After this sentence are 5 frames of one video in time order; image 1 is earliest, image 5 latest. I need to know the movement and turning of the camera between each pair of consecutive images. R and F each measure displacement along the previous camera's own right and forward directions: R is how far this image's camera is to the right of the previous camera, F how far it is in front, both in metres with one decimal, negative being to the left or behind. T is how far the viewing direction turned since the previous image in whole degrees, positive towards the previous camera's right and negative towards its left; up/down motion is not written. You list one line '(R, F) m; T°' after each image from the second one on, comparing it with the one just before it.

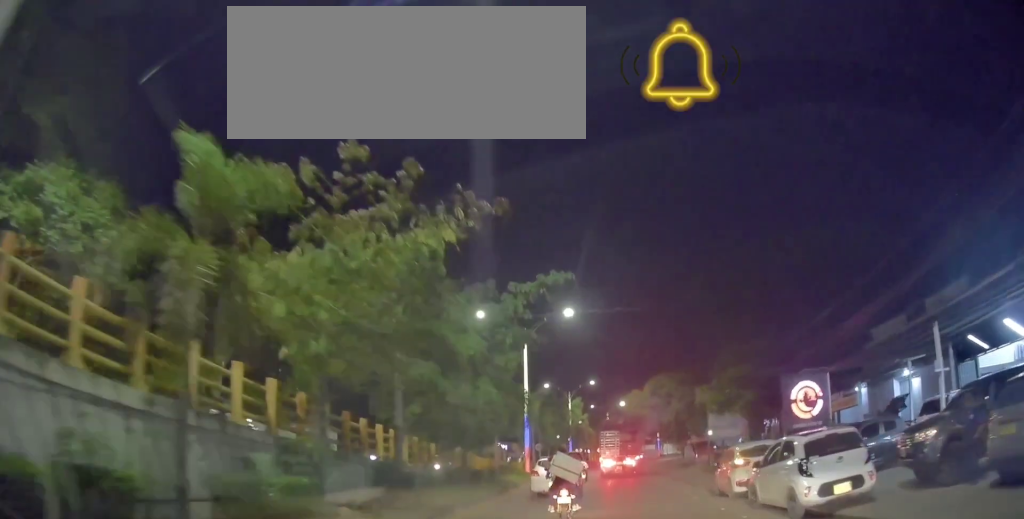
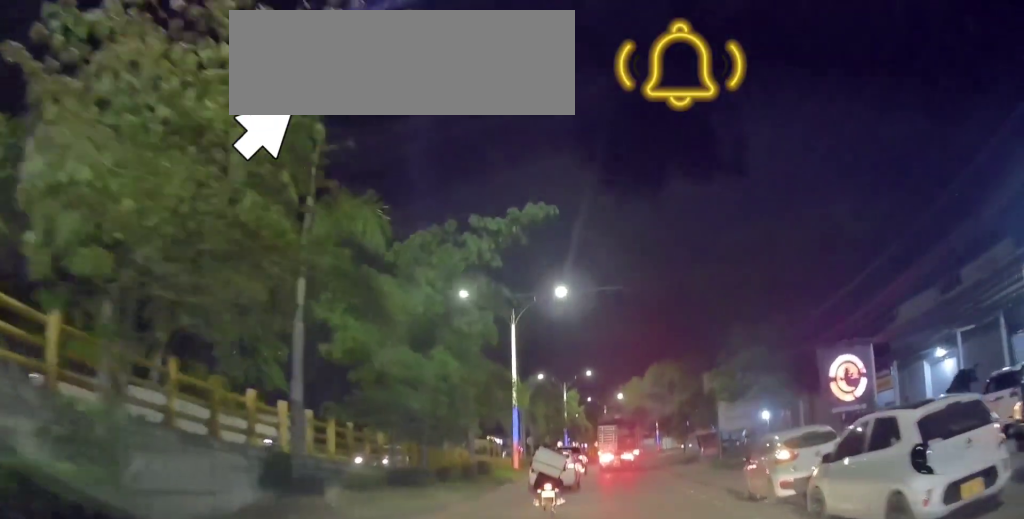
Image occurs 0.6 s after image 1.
(+0.6, +4.1) m; +3°
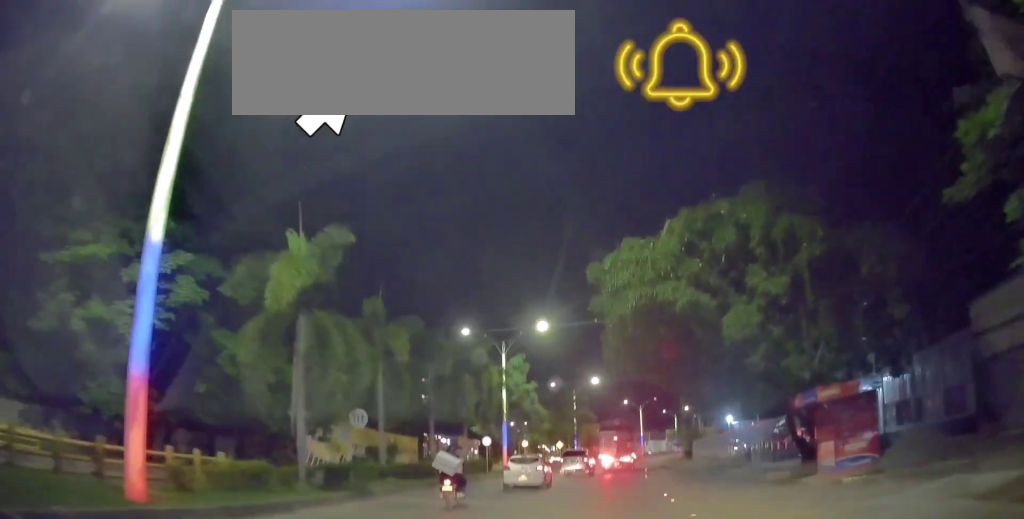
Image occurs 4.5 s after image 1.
(-0.6, +29.3) m; -1°
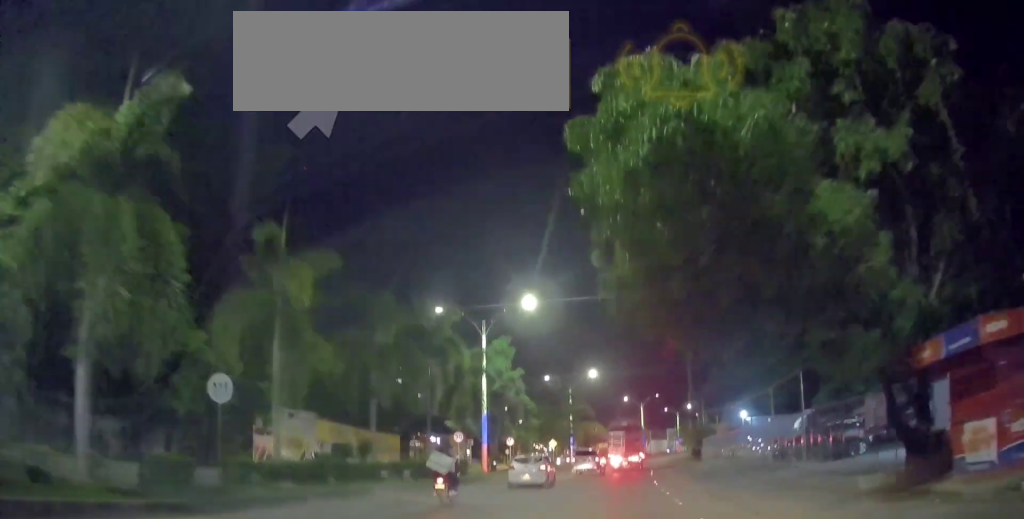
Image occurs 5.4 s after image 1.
(+0.1, +7.3) m; +1°
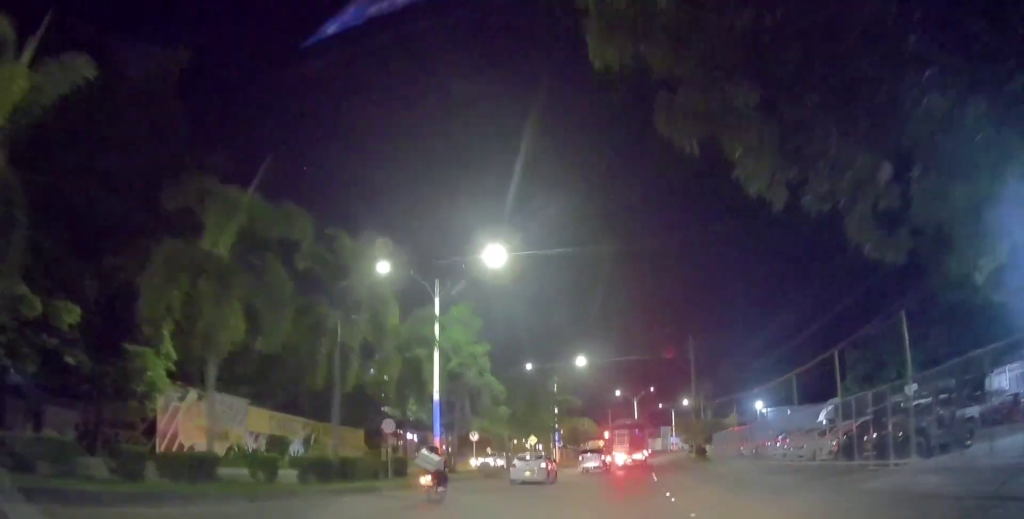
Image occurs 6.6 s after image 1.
(0.0, +9.2) m; +2°
